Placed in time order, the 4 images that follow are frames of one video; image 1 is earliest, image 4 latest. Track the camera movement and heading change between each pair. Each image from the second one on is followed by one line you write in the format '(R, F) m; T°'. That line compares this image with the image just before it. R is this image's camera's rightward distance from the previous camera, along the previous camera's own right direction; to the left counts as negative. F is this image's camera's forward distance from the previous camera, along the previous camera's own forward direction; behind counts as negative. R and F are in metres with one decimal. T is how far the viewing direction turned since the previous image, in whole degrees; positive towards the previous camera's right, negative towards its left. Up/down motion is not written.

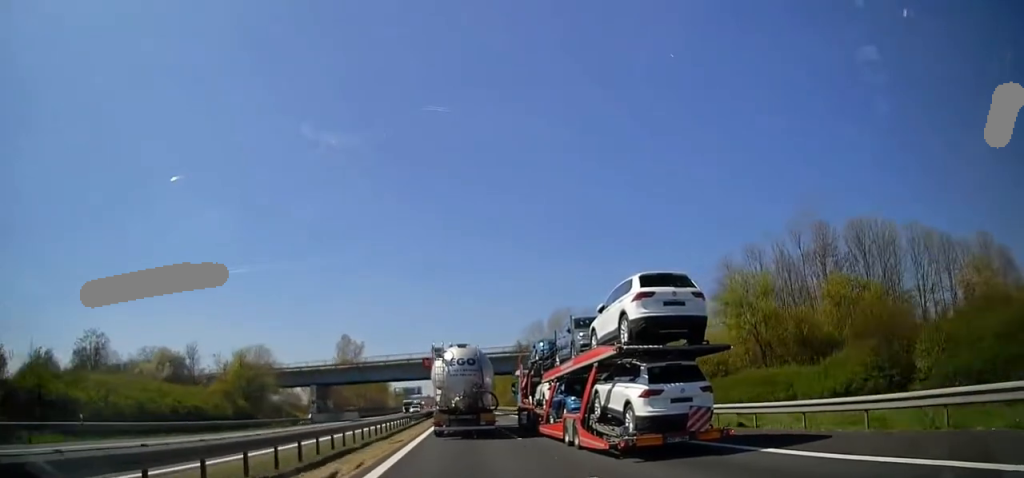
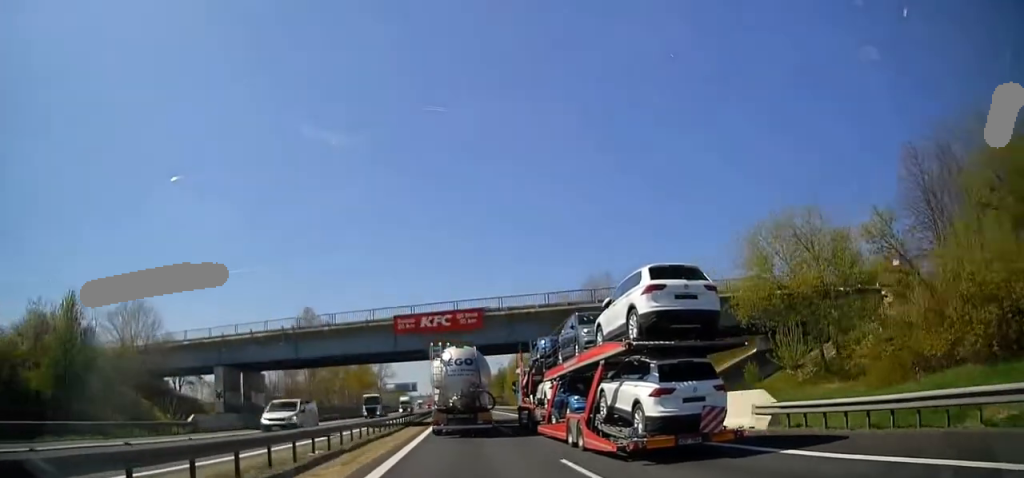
(-0.1, +32.6) m; 0°
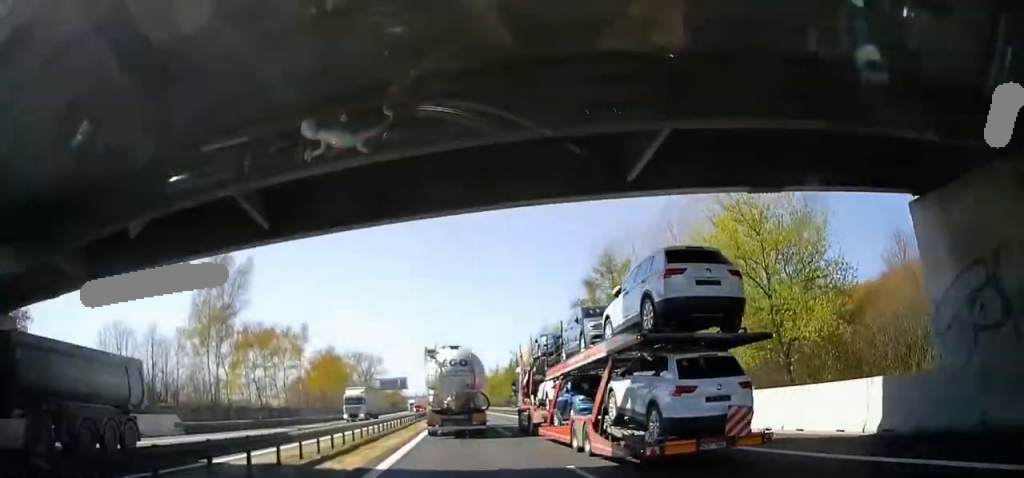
(0.0, +36.8) m; 0°
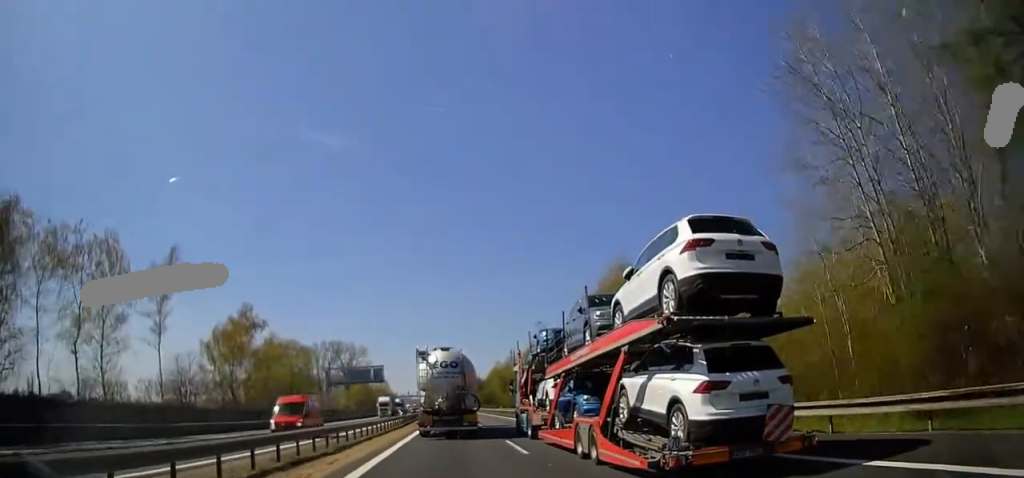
(+0.1, +44.1) m; 0°
